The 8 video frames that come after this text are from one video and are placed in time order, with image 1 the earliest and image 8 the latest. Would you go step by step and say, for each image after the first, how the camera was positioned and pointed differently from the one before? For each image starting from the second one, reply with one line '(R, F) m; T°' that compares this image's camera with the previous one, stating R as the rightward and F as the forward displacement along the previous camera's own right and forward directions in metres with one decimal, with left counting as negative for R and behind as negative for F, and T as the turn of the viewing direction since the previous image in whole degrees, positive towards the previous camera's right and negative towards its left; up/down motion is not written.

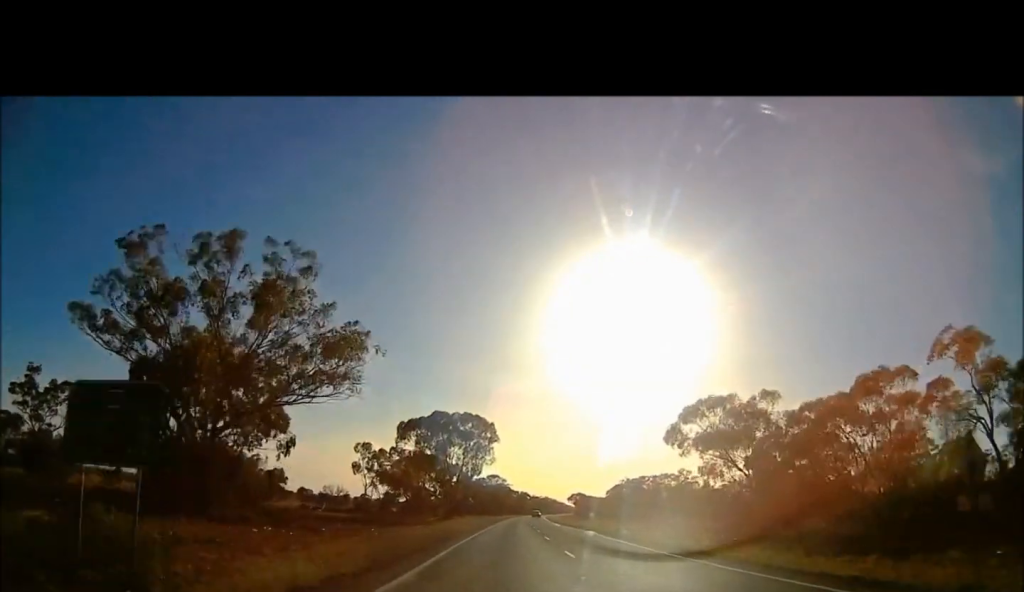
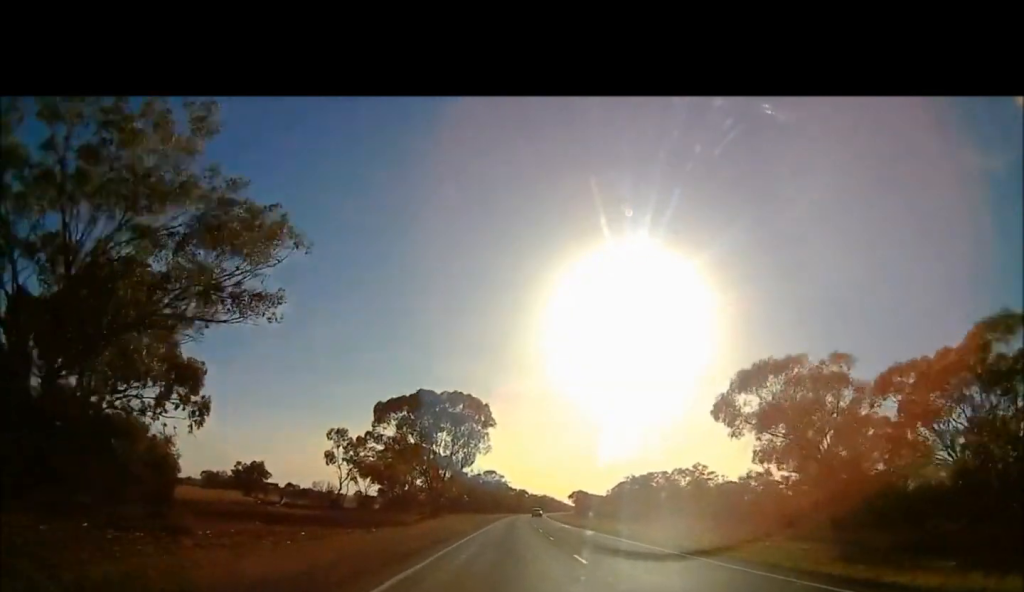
(0.0, +14.2) m; 0°
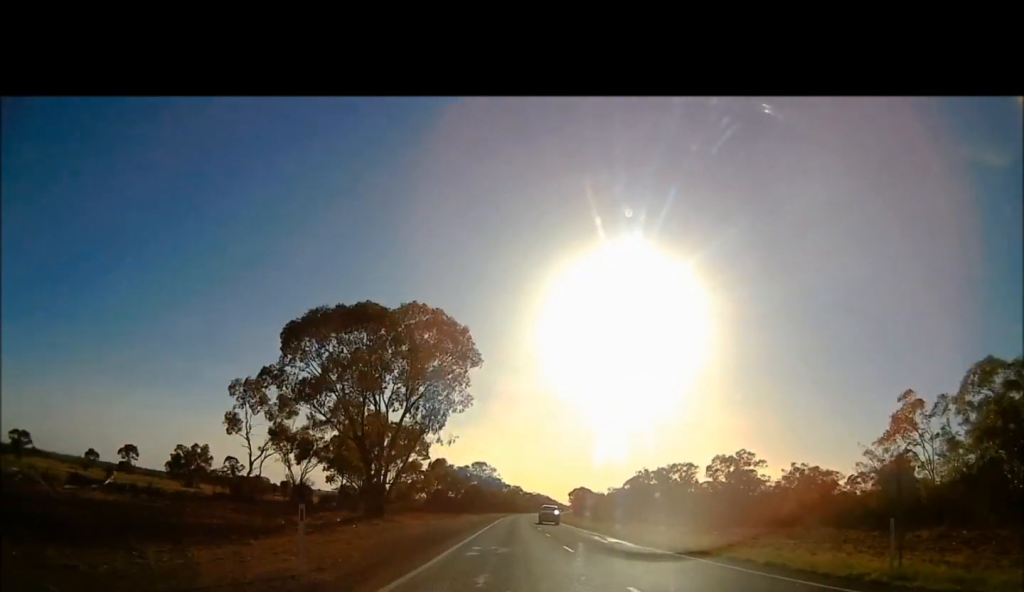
(0.0, +29.6) m; 0°
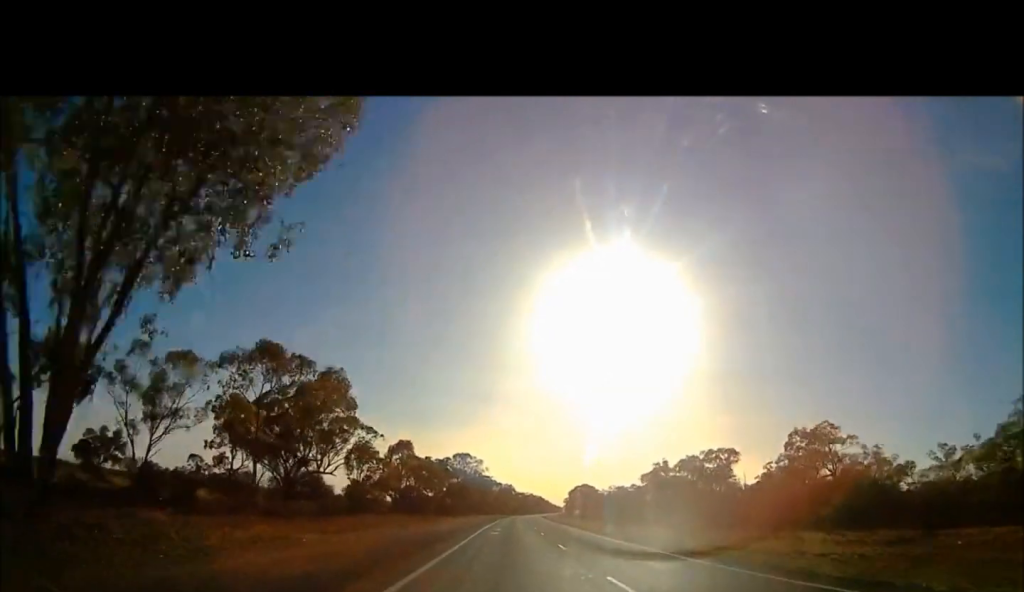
(0.0, +32.9) m; 0°
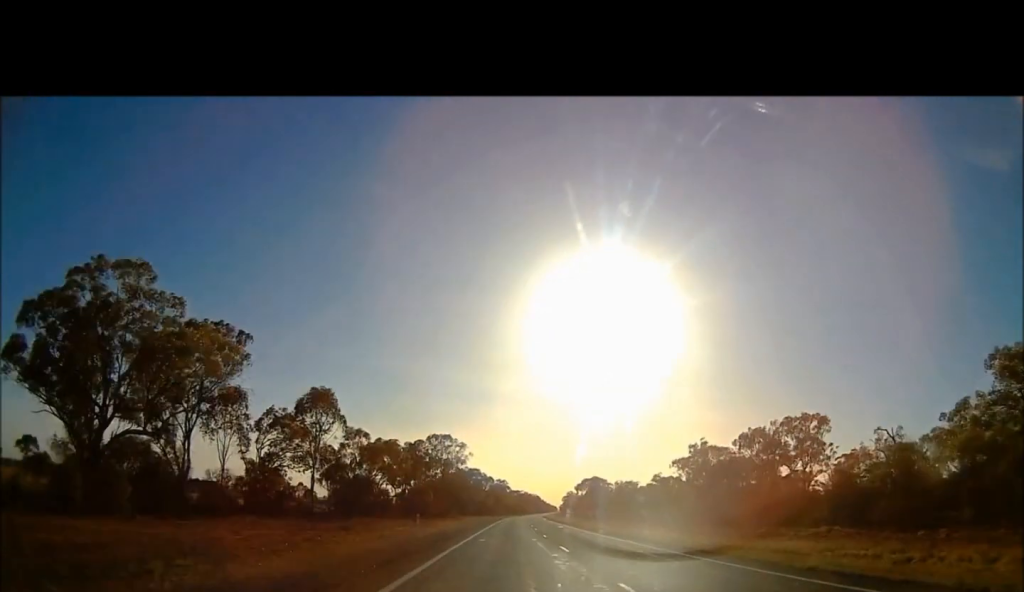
(+0.1, +36.4) m; +3°
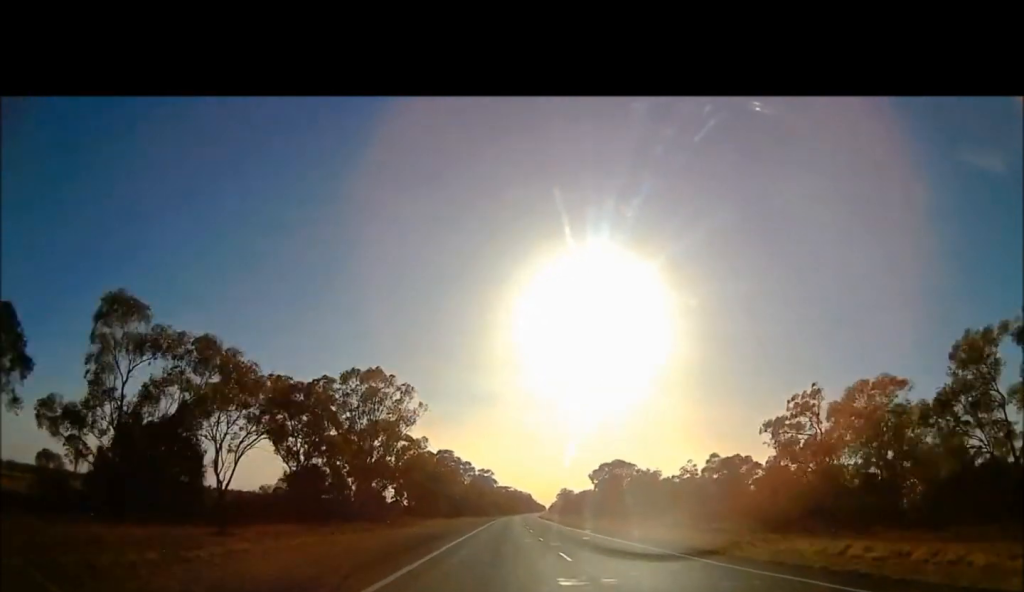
(+2.2, +48.9) m; +2°
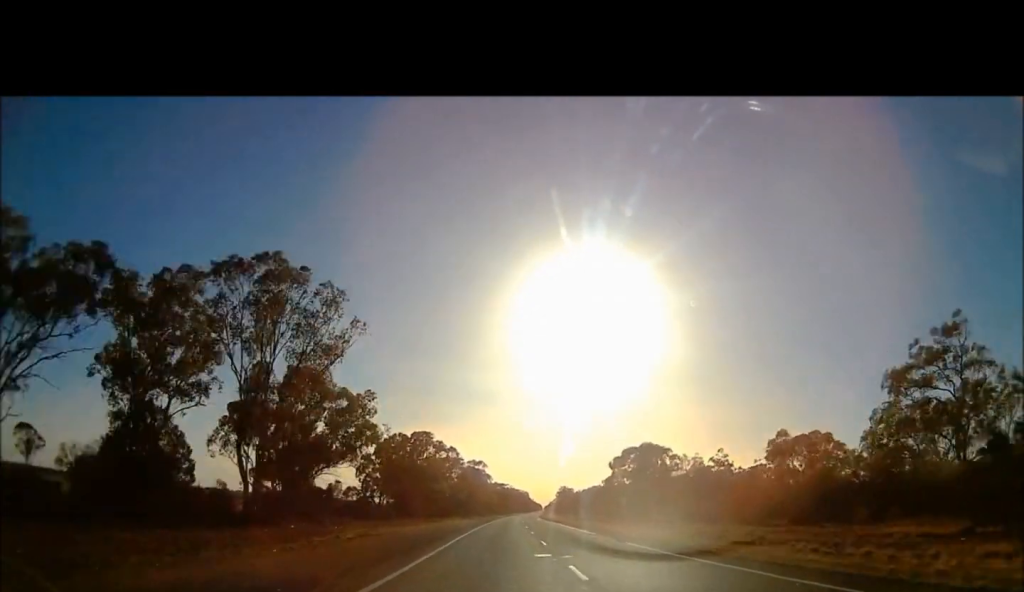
(-0.3, +24.7) m; -1°
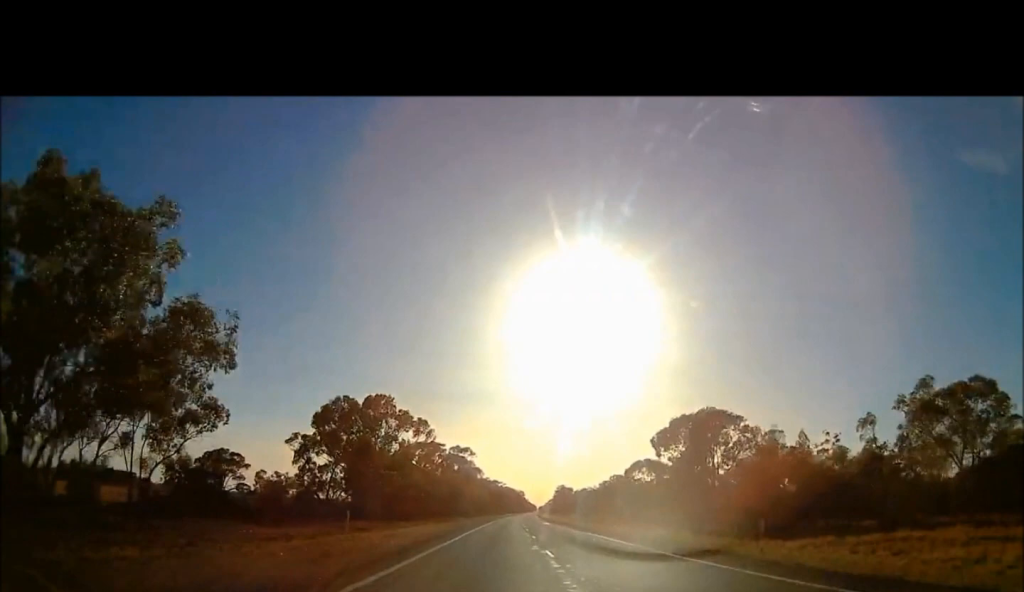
(-0.6, +24.5) m; 0°
